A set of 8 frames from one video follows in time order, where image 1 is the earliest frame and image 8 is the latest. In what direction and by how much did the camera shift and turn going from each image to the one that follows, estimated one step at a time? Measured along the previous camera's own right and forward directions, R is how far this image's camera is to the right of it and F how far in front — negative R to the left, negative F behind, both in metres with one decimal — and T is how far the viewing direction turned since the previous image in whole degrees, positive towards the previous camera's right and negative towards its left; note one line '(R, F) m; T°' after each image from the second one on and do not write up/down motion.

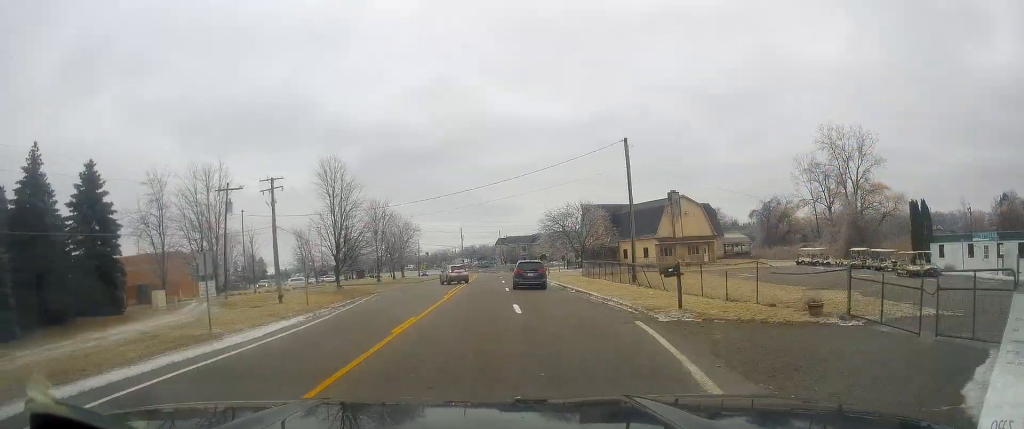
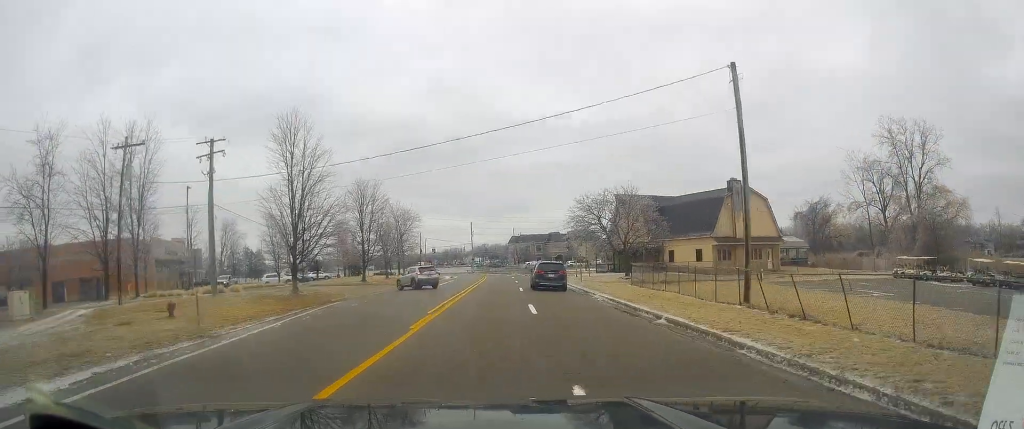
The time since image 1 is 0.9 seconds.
(+0.2, +16.0) m; +1°
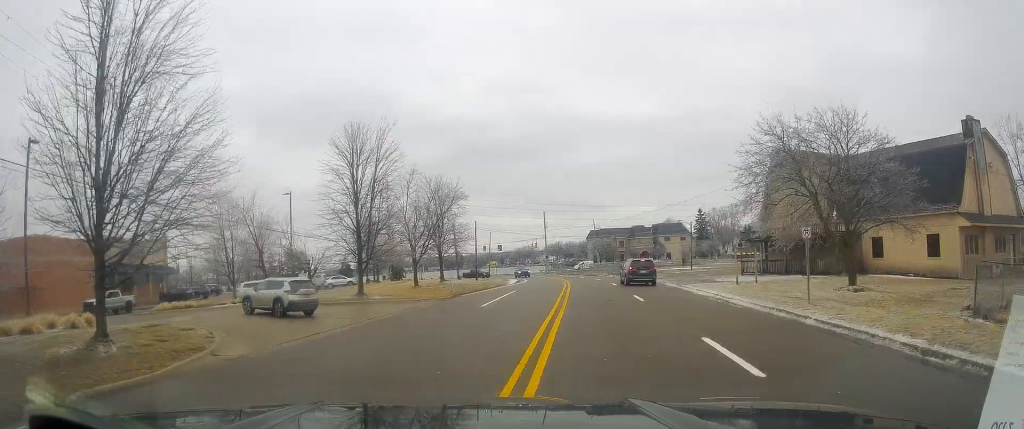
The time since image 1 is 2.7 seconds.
(-0.2, +31.0) m; -3°
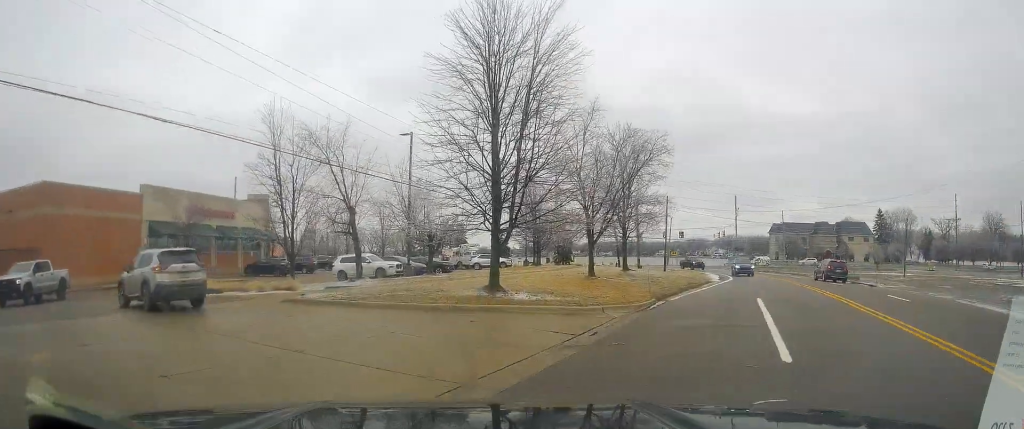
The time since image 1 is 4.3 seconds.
(-1.6, +22.2) m; -11°
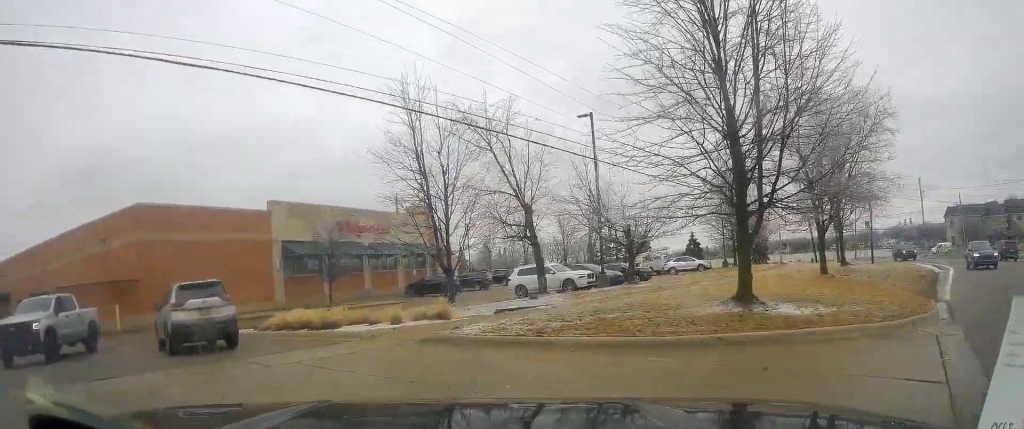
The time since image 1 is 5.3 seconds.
(-0.8, +10.0) m; -10°
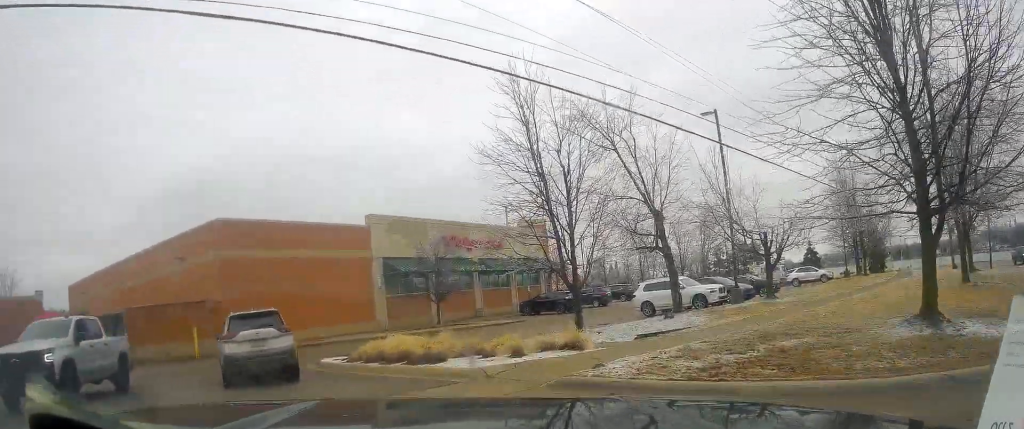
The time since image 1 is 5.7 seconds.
(-0.4, +3.6) m; -12°
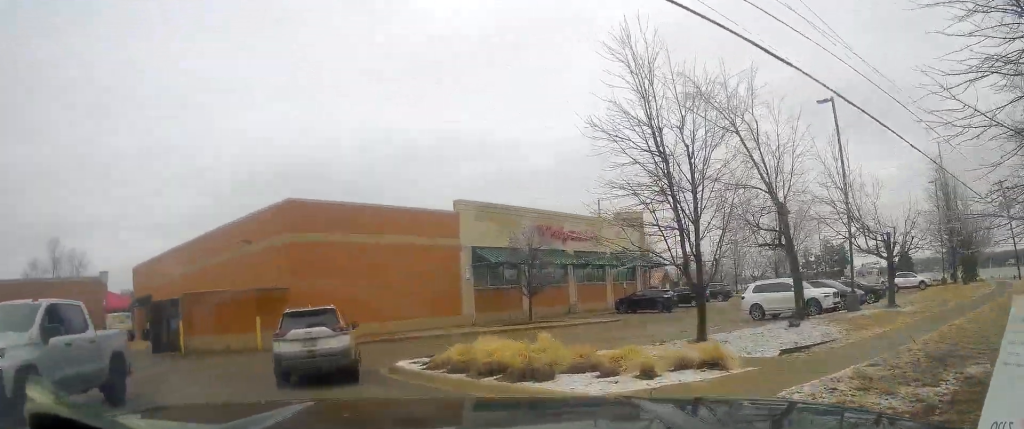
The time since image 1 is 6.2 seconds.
(+0.3, +3.6) m; -12°
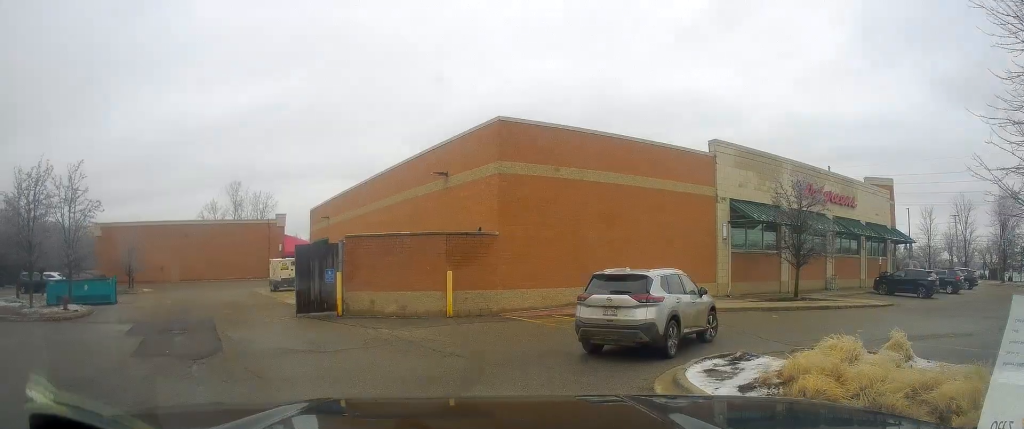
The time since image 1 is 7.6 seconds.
(-3.8, +5.9) m; -55°
